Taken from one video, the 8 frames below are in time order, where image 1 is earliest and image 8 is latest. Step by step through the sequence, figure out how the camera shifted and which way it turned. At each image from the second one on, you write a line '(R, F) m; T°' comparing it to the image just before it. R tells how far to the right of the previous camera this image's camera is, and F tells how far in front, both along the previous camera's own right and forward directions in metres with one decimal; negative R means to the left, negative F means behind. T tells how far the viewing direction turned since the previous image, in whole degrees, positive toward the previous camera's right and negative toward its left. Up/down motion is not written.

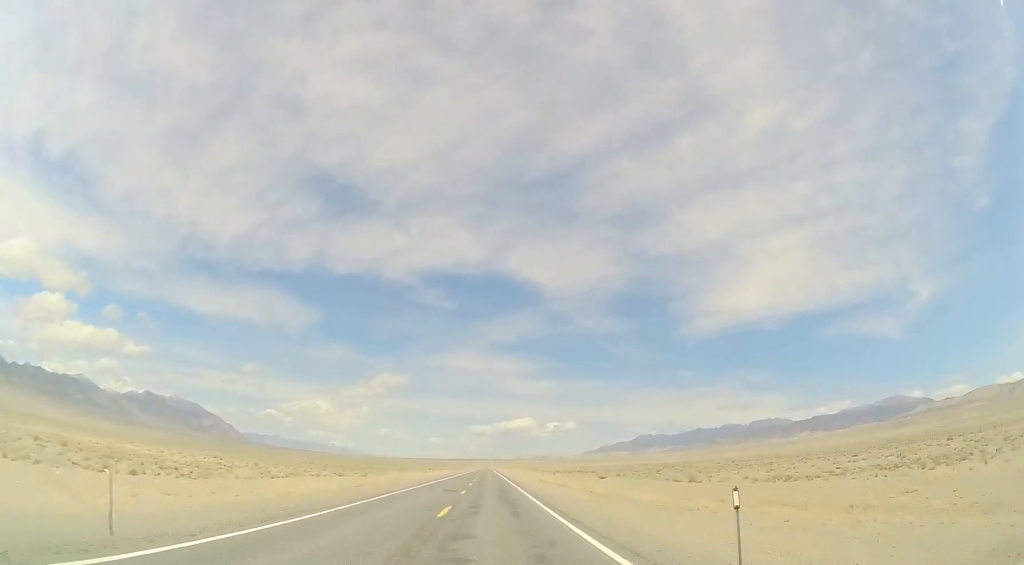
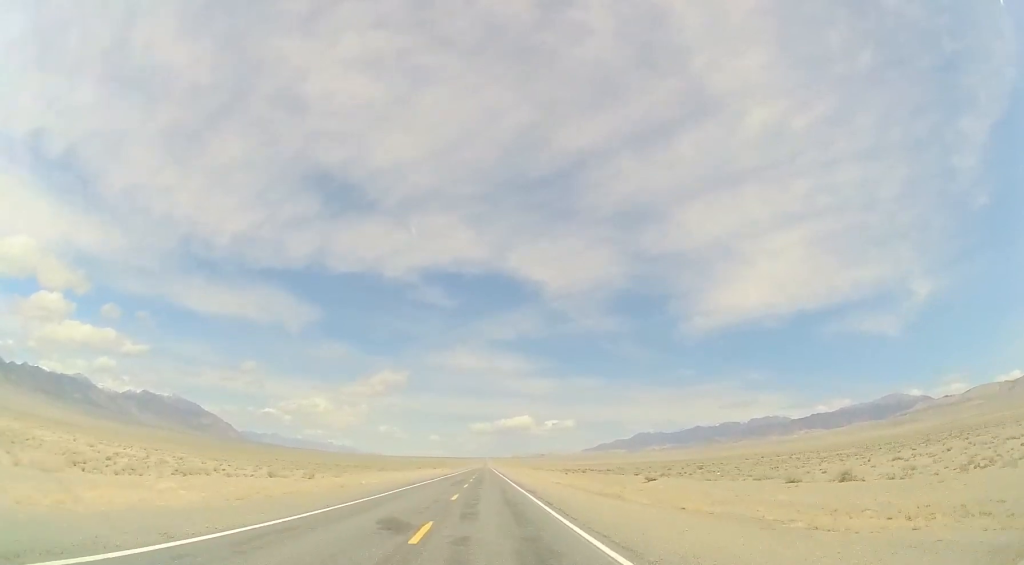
(0.0, +20.4) m; 0°
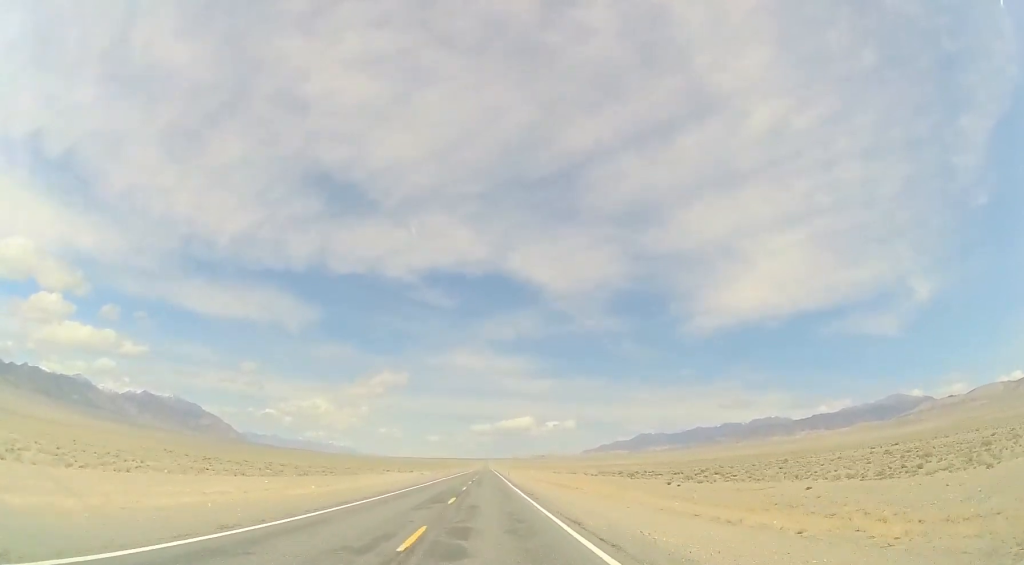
(+0.5, +55.3) m; 0°
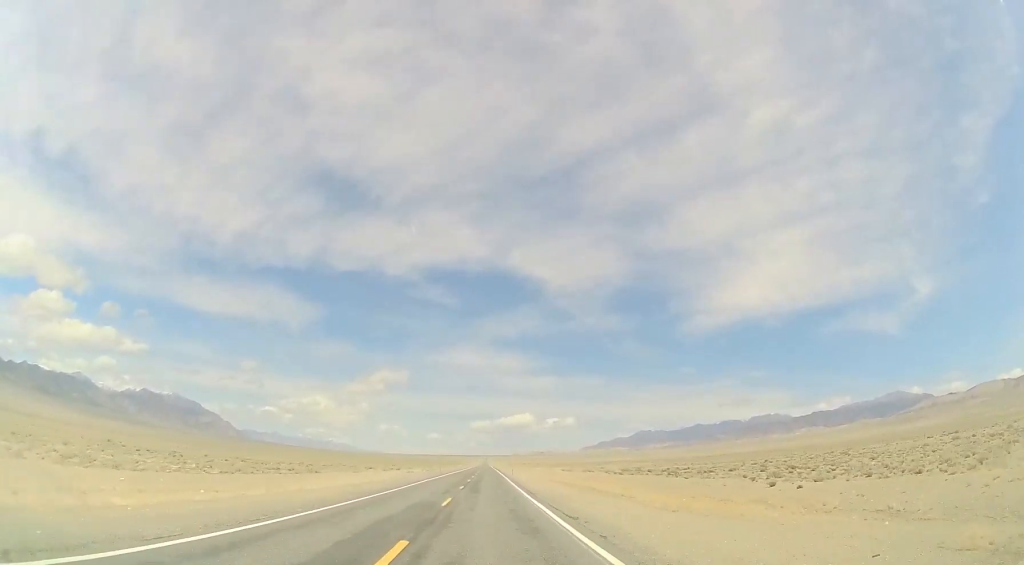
(0.0, +16.4) m; 0°
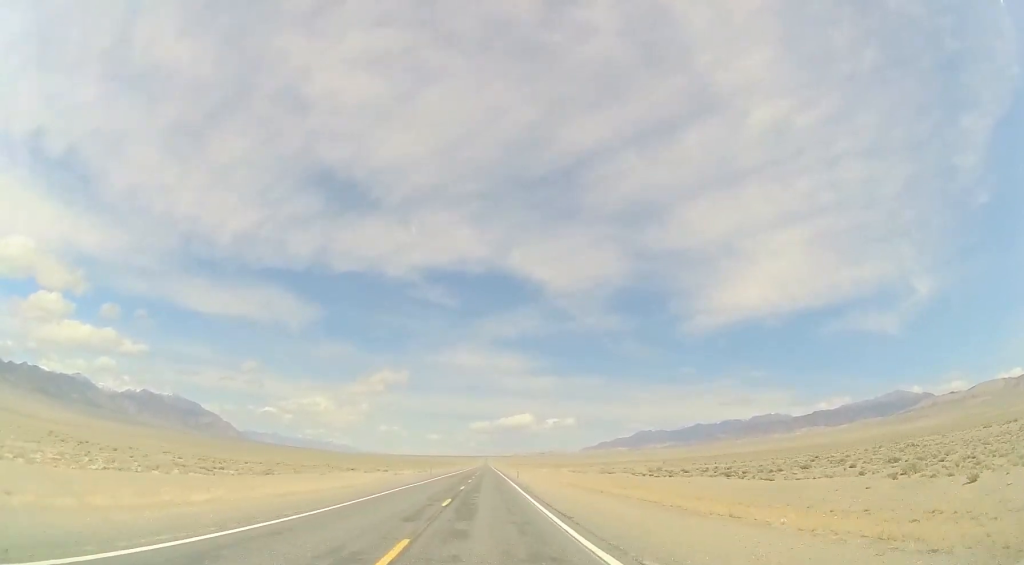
(-0.1, +13.5) m; 0°
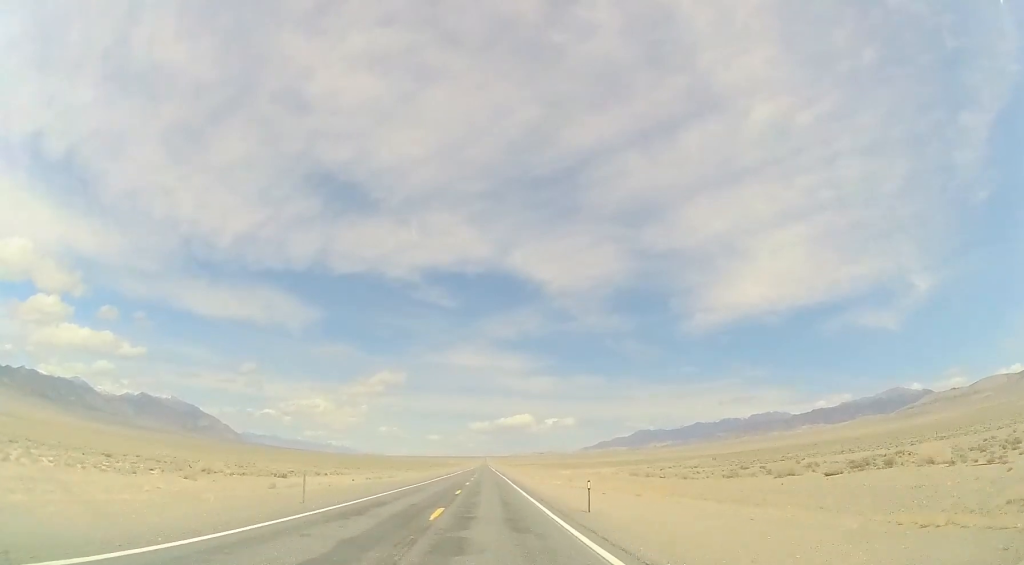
(-0.4, +45.6) m; 0°
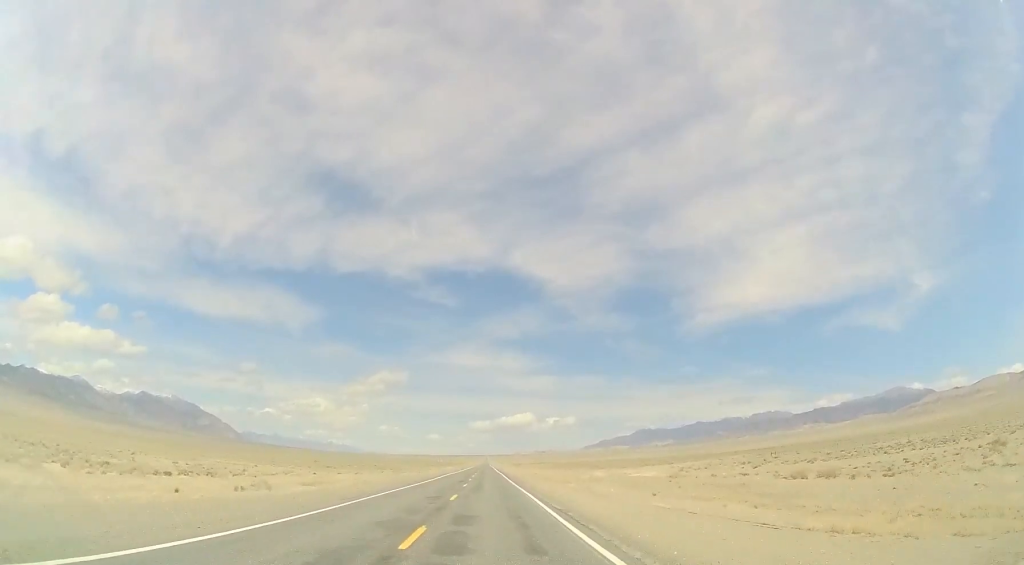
(+0.2, +33.3) m; +1°
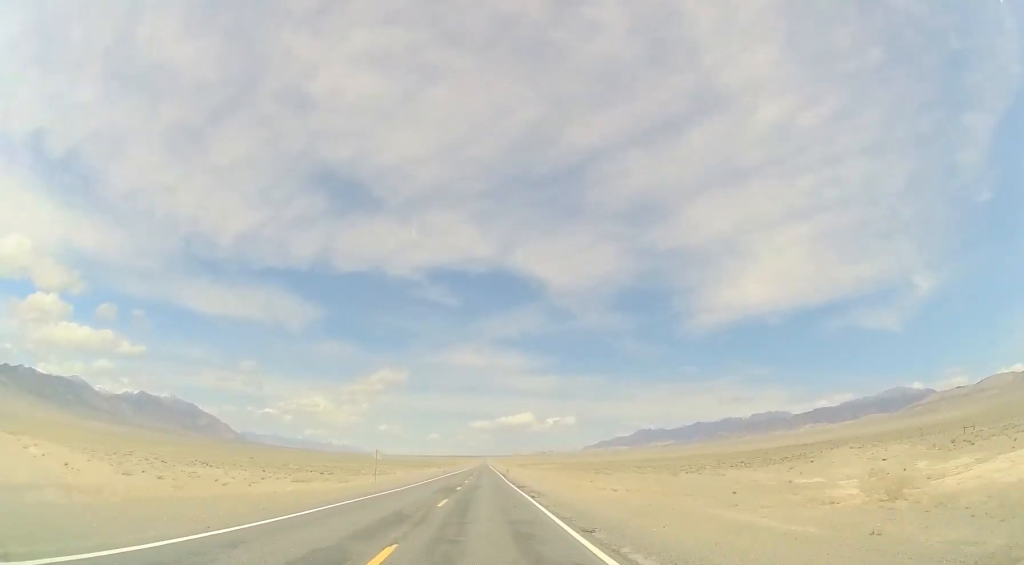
(+0.1, +58.4) m; 0°
